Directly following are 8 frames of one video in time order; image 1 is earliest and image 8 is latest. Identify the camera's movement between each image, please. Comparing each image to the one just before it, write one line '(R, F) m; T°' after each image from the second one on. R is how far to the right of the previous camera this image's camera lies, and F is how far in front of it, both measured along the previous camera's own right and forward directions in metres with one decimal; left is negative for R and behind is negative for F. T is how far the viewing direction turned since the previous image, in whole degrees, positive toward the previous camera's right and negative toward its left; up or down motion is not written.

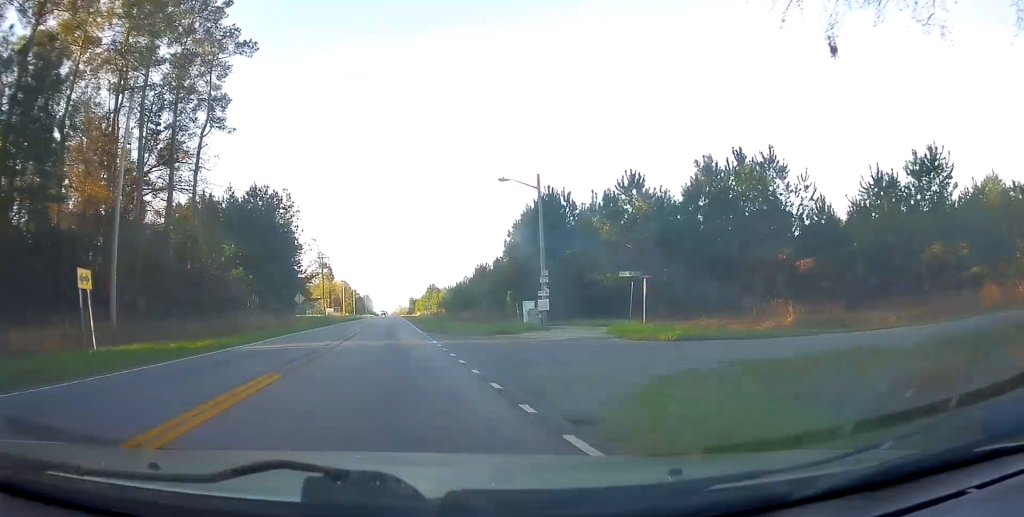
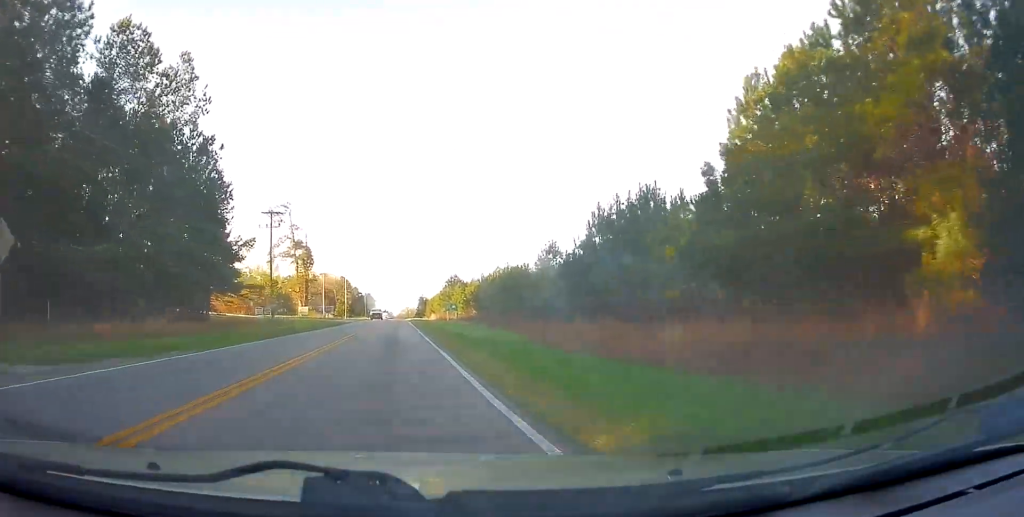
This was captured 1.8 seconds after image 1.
(-1.2, +52.3) m; -2°
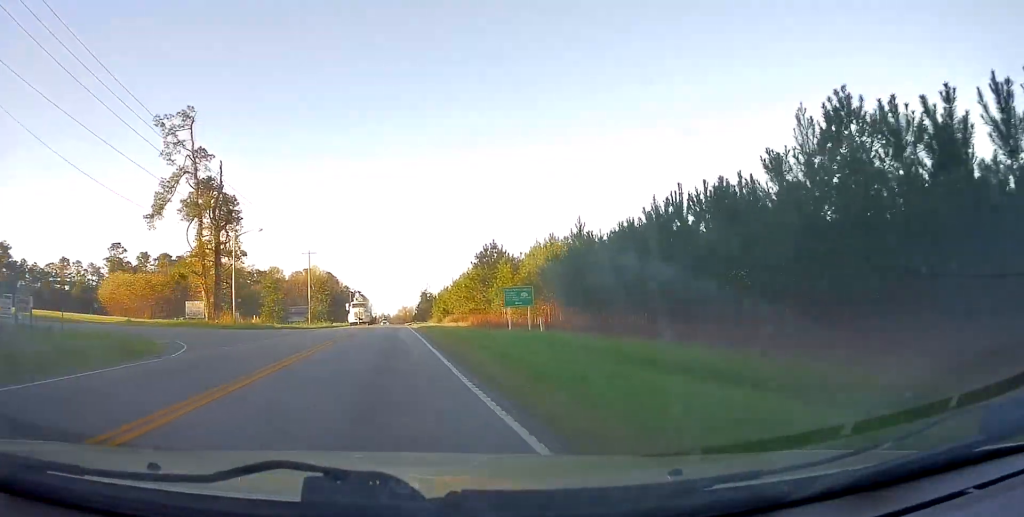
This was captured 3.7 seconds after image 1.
(+0.4, +55.2) m; +2°
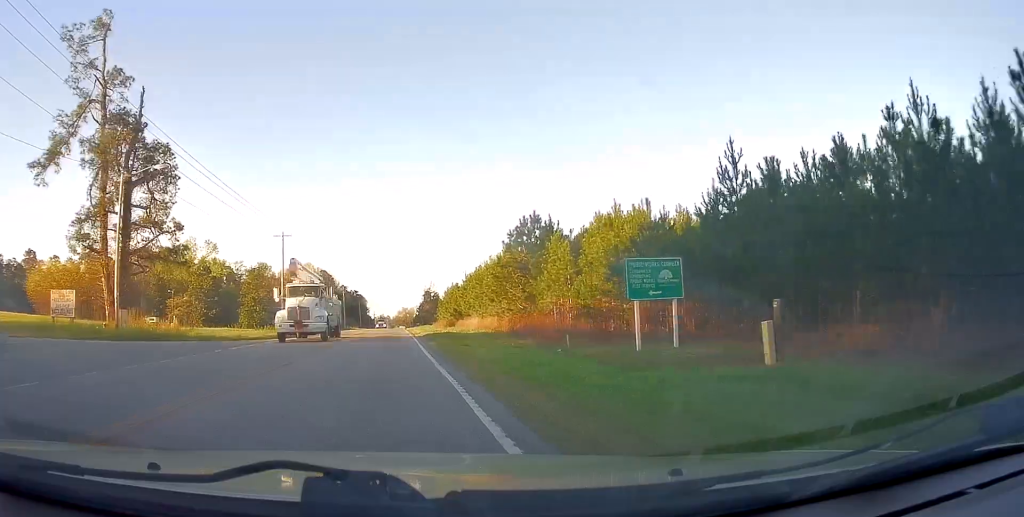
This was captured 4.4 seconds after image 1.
(+0.6, +21.4) m; 0°
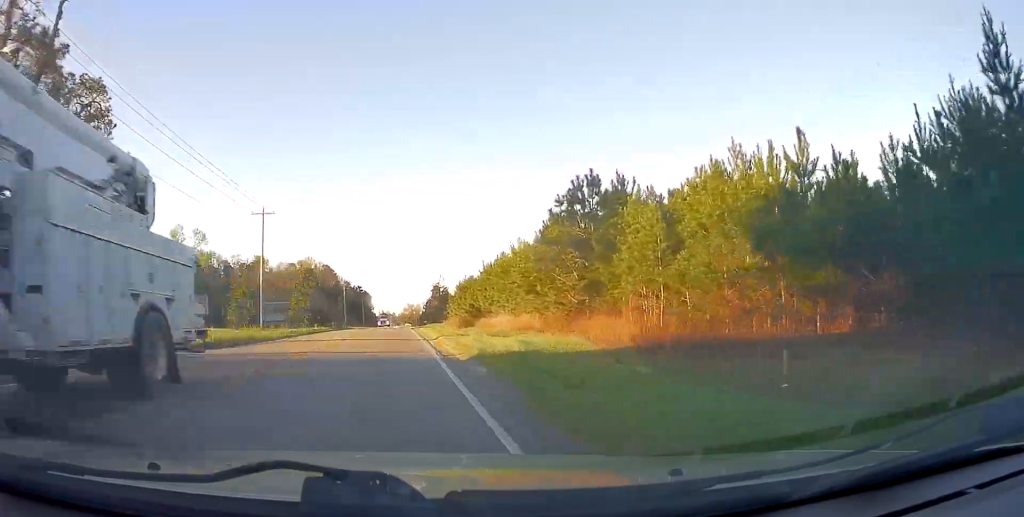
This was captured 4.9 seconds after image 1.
(-0.3, +13.6) m; 0°
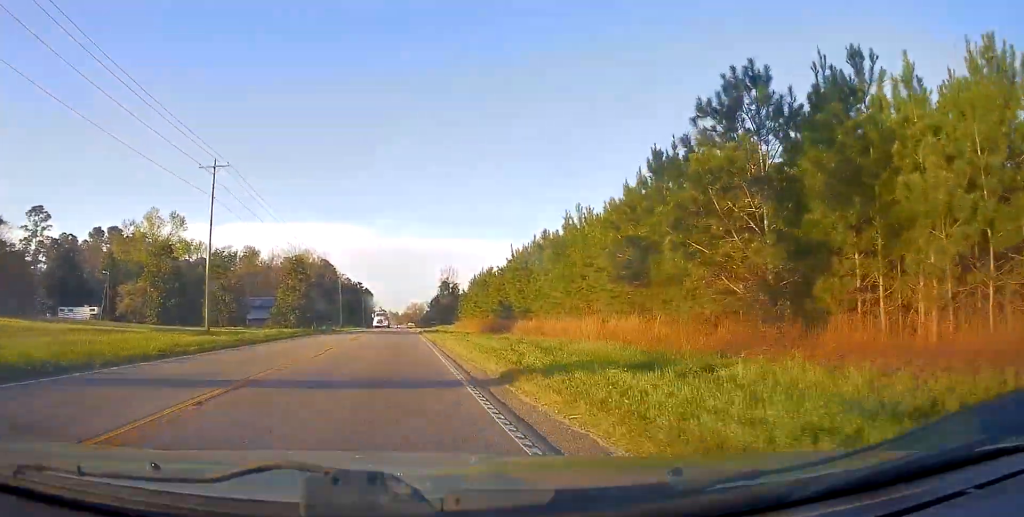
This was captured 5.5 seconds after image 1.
(-0.4, +17.4) m; -1°
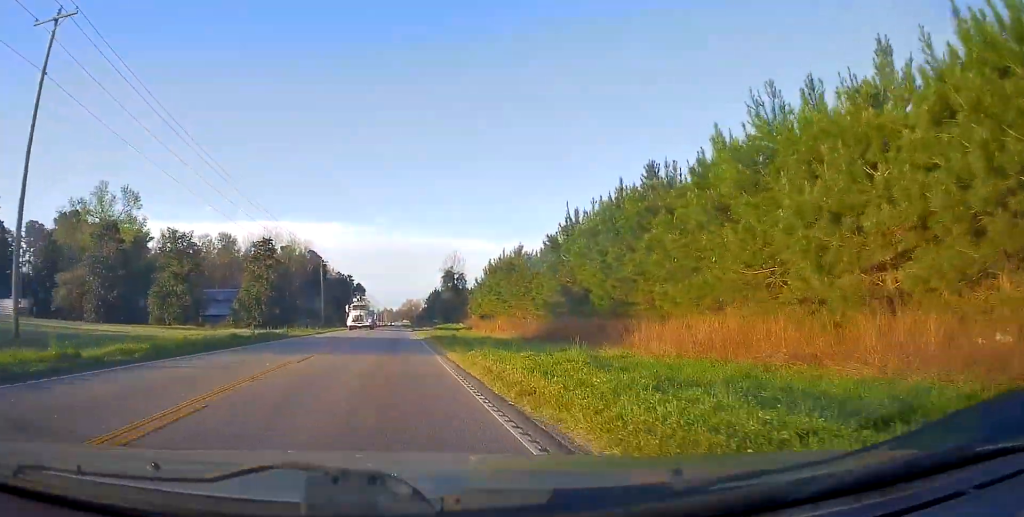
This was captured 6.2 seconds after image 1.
(+0.3, +21.9) m; 0°
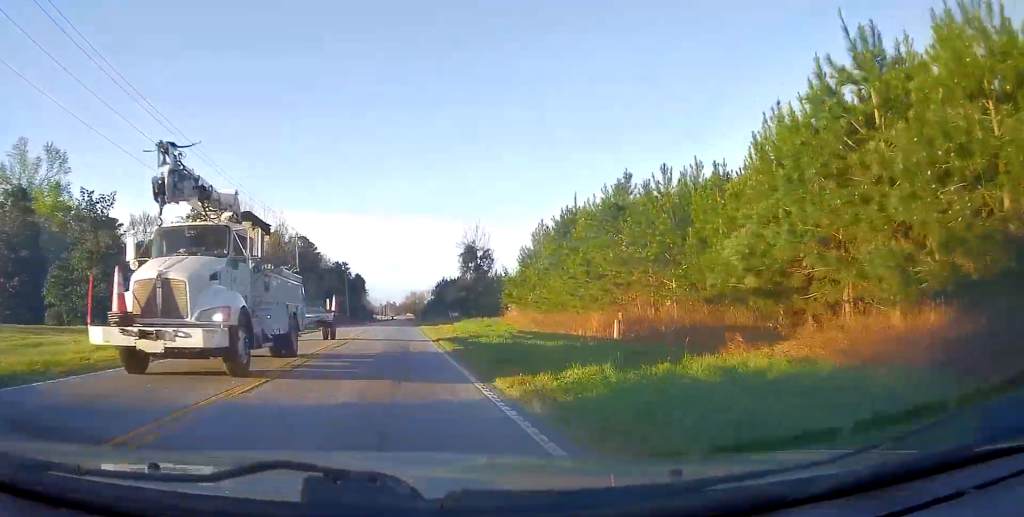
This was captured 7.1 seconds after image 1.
(-0.2, +26.9) m; +1°
